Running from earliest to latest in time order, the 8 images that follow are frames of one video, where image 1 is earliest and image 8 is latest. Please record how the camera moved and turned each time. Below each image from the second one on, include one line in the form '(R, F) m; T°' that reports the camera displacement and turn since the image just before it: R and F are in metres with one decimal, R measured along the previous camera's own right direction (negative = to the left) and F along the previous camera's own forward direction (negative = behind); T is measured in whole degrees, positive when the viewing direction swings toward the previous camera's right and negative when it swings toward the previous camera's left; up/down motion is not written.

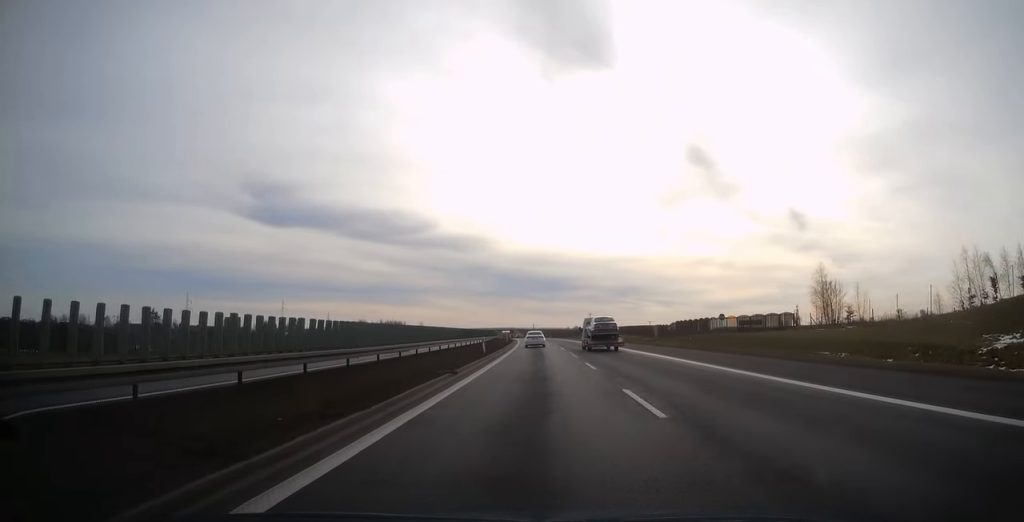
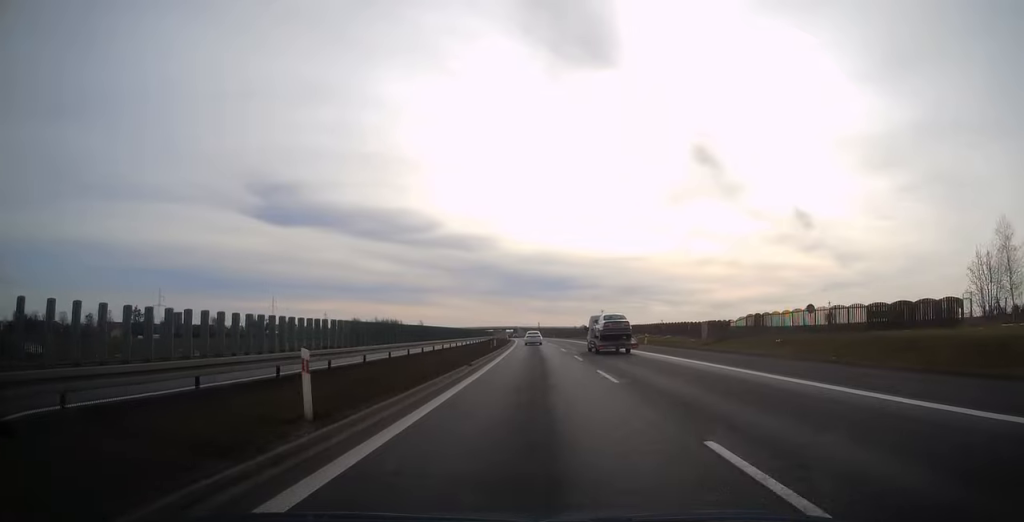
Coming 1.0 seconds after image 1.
(-0.1, +30.2) m; -1°
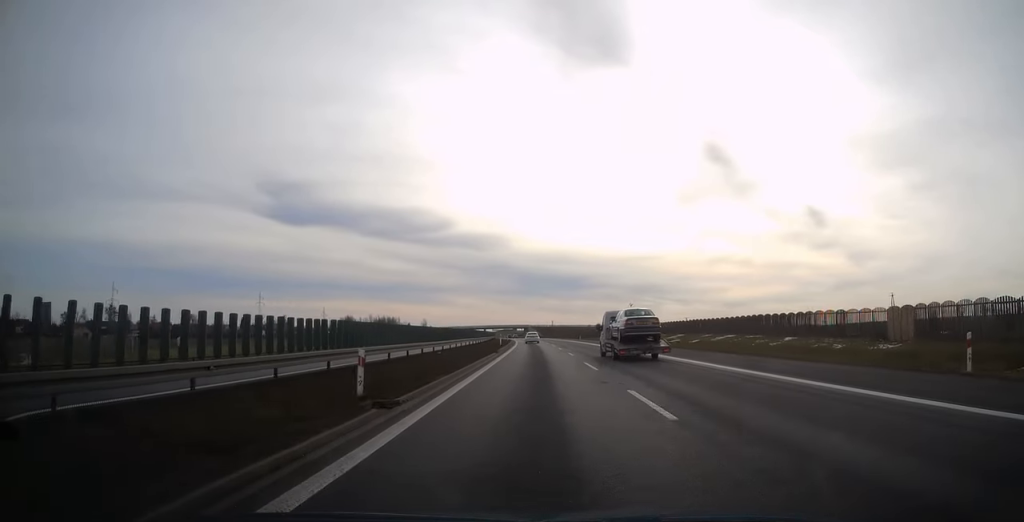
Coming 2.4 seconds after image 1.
(-0.5, +44.4) m; -1°
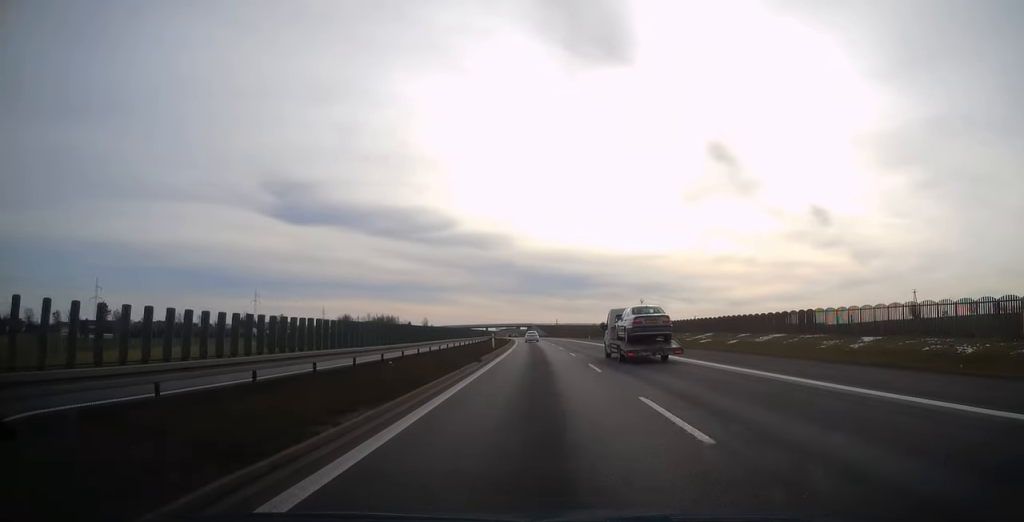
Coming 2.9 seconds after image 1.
(0.0, +13.3) m; 0°
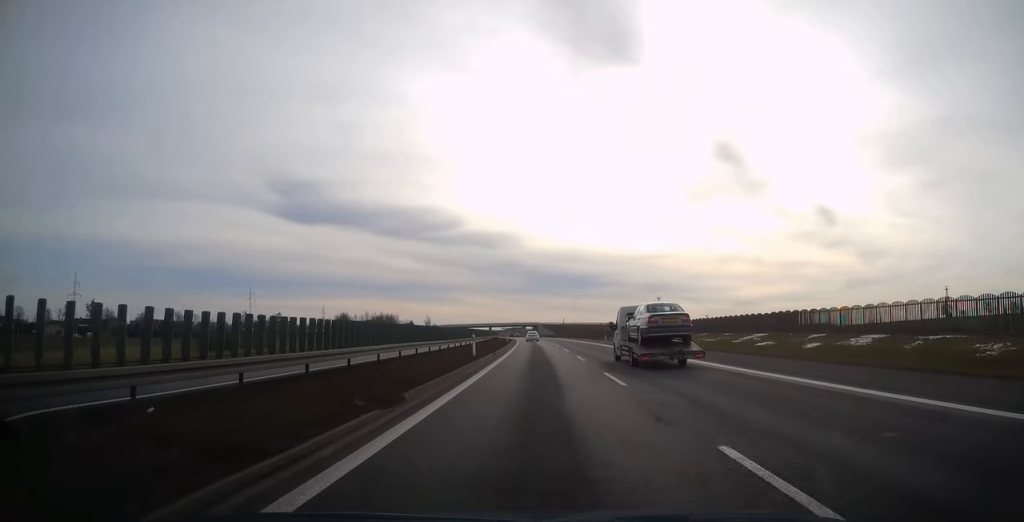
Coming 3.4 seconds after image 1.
(-0.1, +16.9) m; 0°
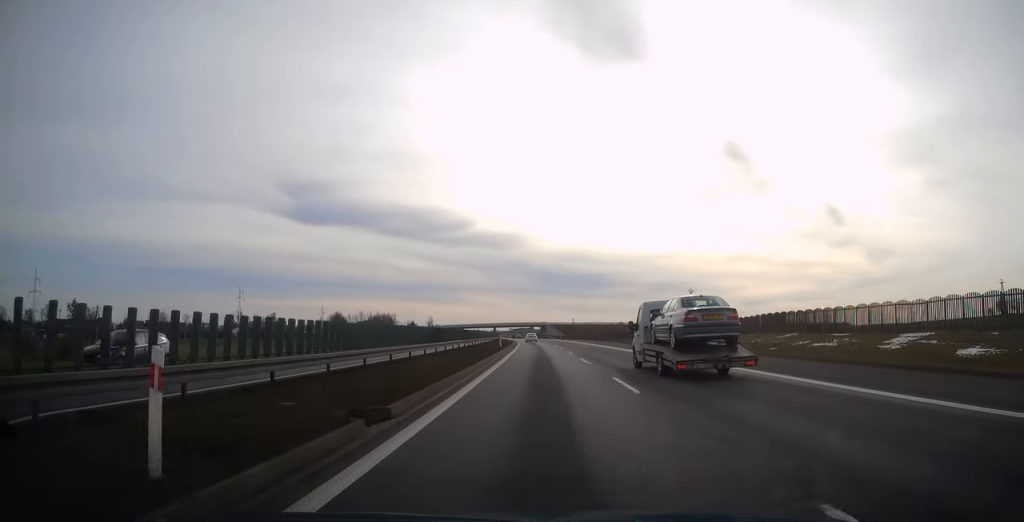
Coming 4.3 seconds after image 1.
(-0.2, +26.7) m; -1°
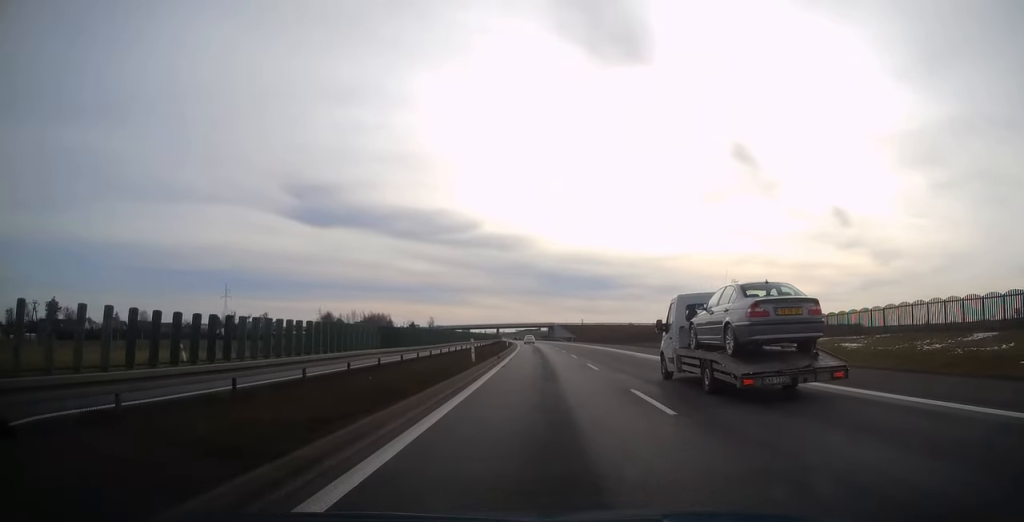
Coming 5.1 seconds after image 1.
(-0.1, +26.3) m; -1°
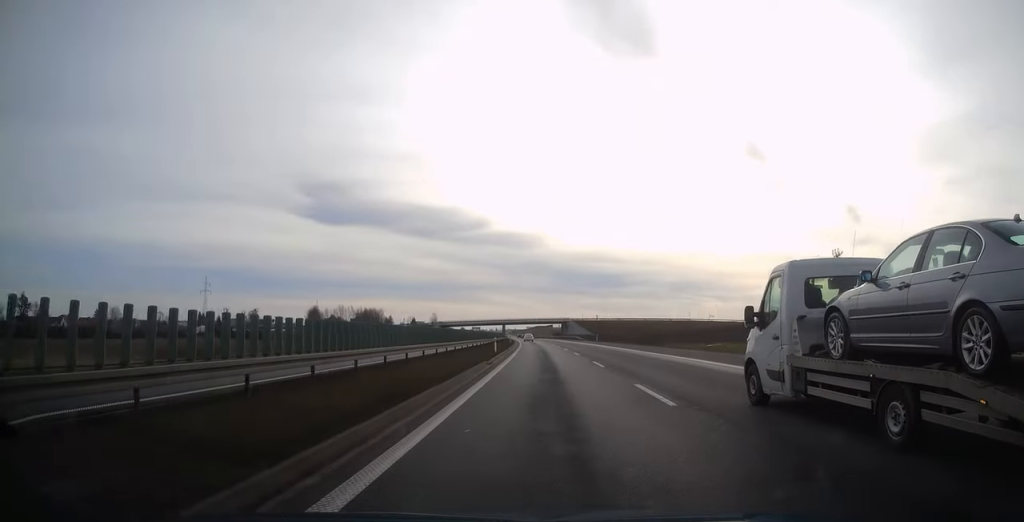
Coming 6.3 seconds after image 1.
(-0.3, +35.2) m; -1°
